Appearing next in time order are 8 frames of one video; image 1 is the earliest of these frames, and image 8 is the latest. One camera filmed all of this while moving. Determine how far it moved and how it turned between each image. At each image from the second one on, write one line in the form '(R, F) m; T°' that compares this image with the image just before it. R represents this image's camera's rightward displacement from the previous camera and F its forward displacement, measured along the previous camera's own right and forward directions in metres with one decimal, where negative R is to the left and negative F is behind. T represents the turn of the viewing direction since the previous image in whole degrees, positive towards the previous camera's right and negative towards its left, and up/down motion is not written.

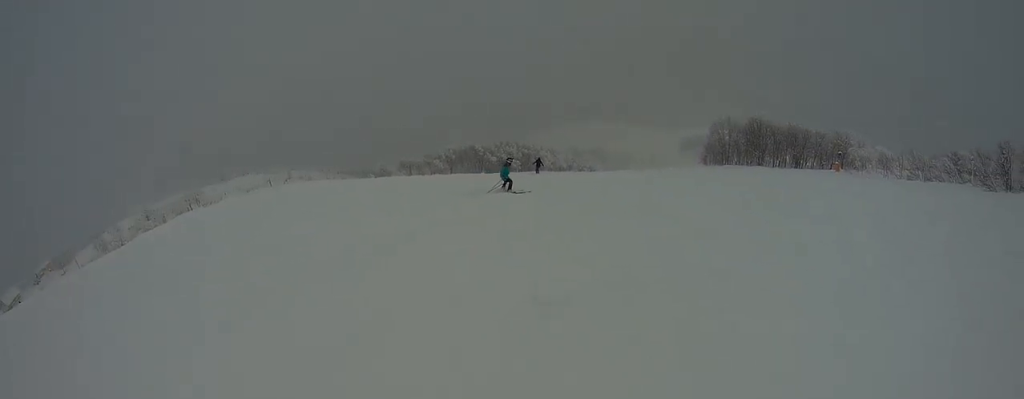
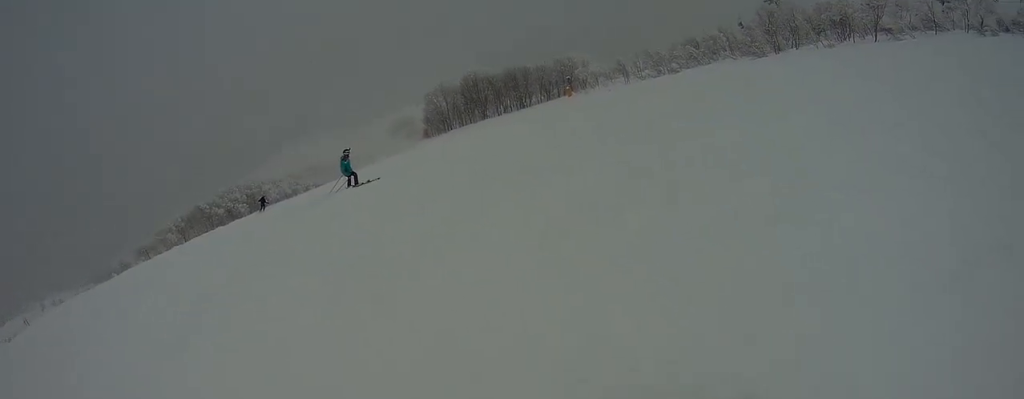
(+0.6, +2.7) m; +34°
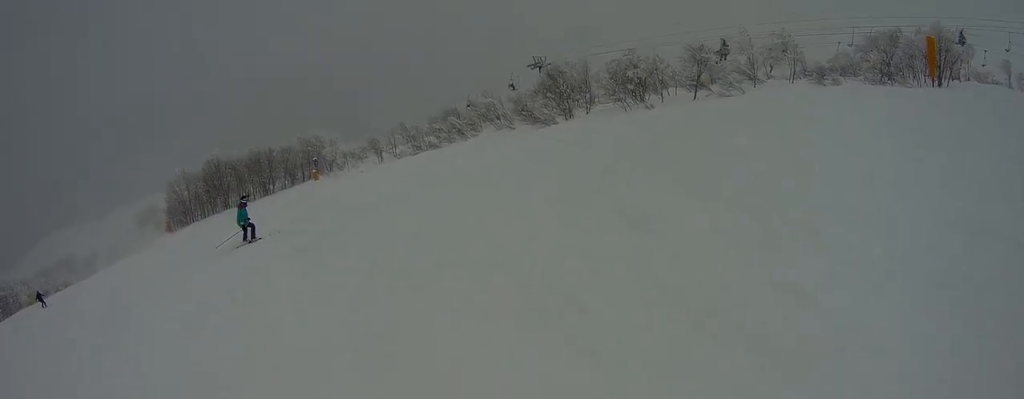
(+3.5, +5.7) m; +35°
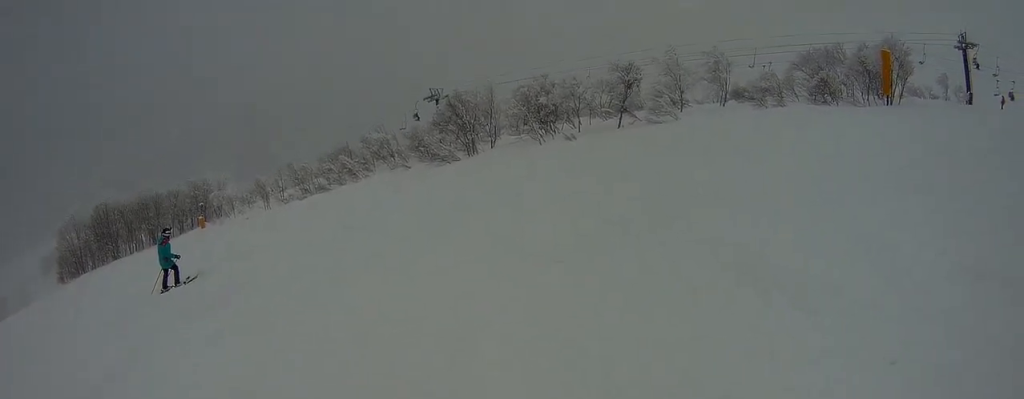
(0.0, +4.1) m; 0°
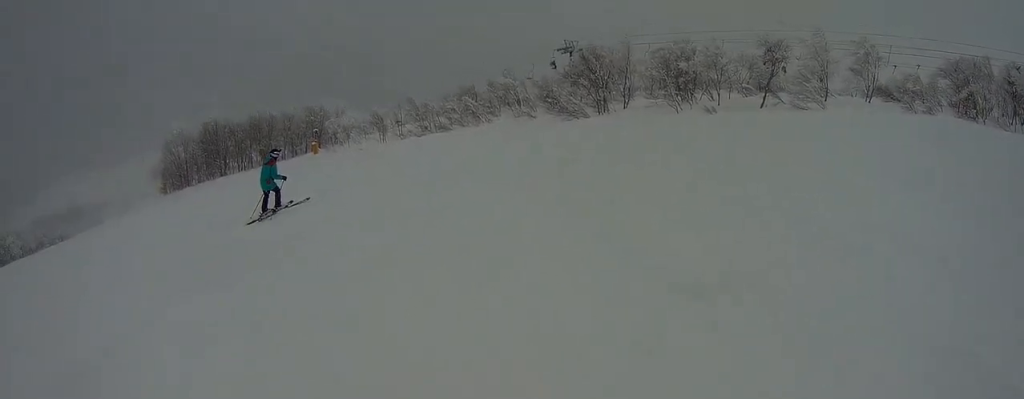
(0.0, +1.8) m; 0°
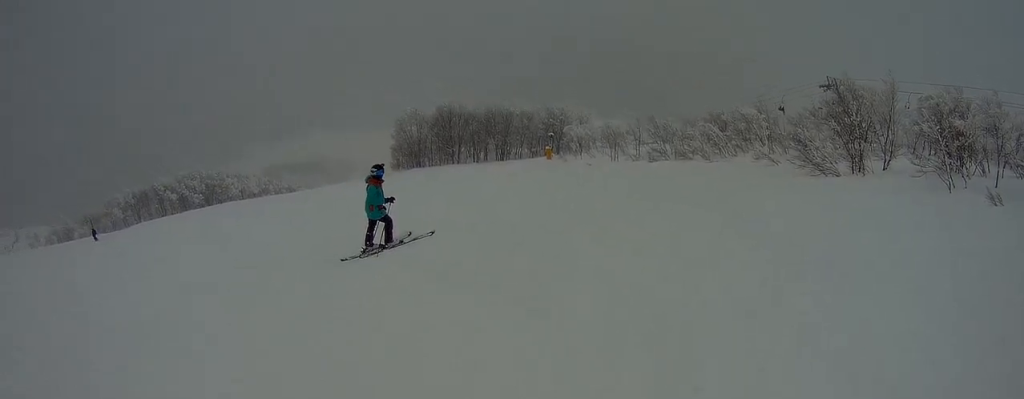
(0.0, +7.3) m; 0°
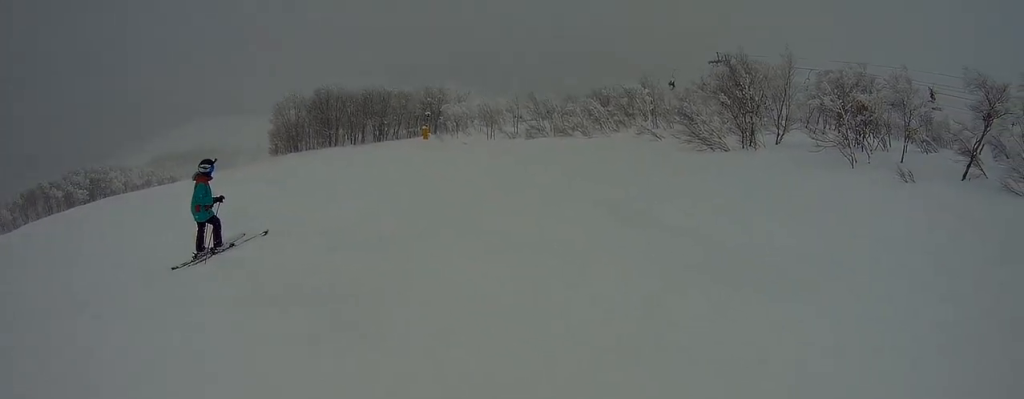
(0.0, +1.4) m; 0°
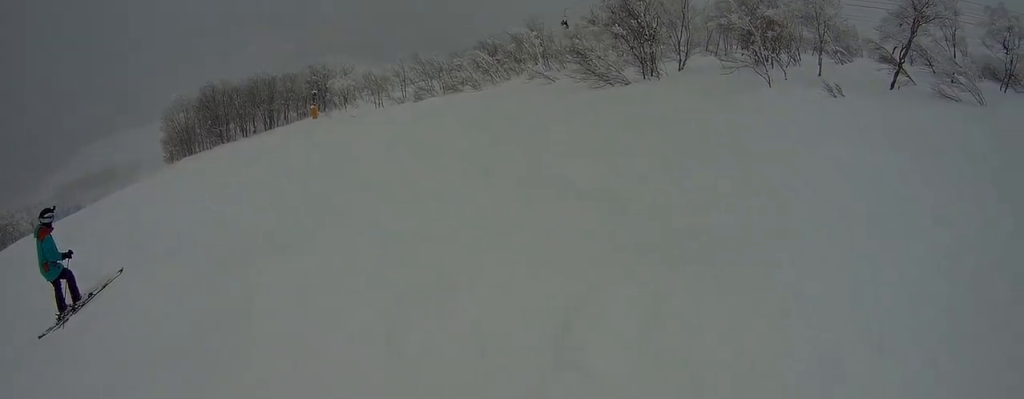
(0.0, +1.4) m; 0°
